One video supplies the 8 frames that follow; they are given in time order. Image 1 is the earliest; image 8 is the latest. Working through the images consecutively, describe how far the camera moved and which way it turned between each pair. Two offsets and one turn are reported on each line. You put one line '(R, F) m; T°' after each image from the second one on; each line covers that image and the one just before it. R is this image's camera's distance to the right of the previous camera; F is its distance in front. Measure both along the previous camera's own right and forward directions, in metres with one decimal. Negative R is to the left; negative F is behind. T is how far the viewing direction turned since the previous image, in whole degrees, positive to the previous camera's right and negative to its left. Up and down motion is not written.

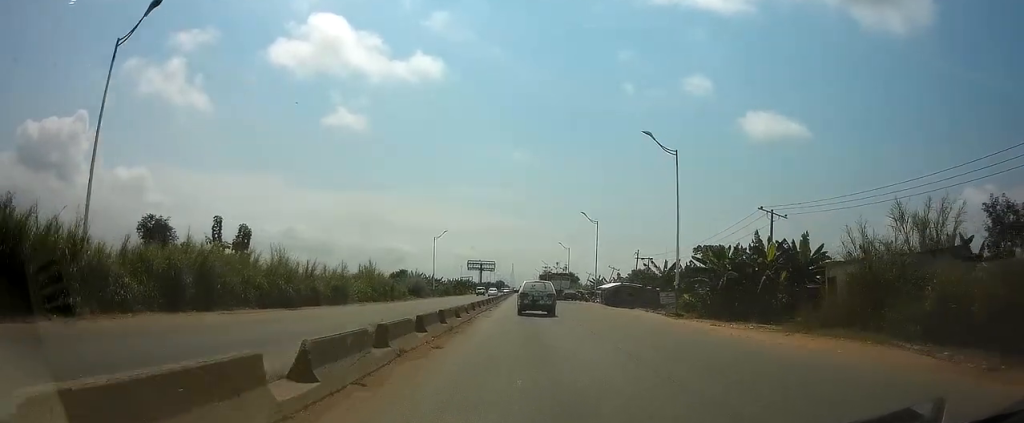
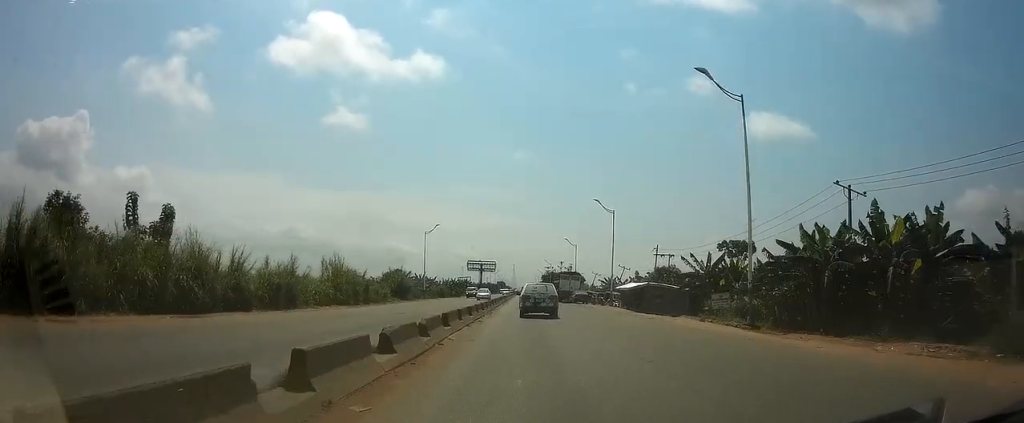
(0.0, +11.4) m; 0°
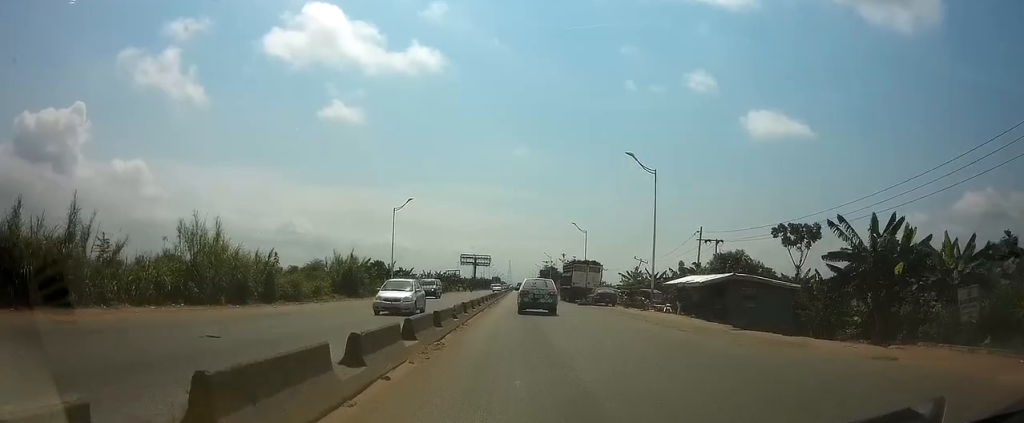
(+0.1, +20.6) m; 0°
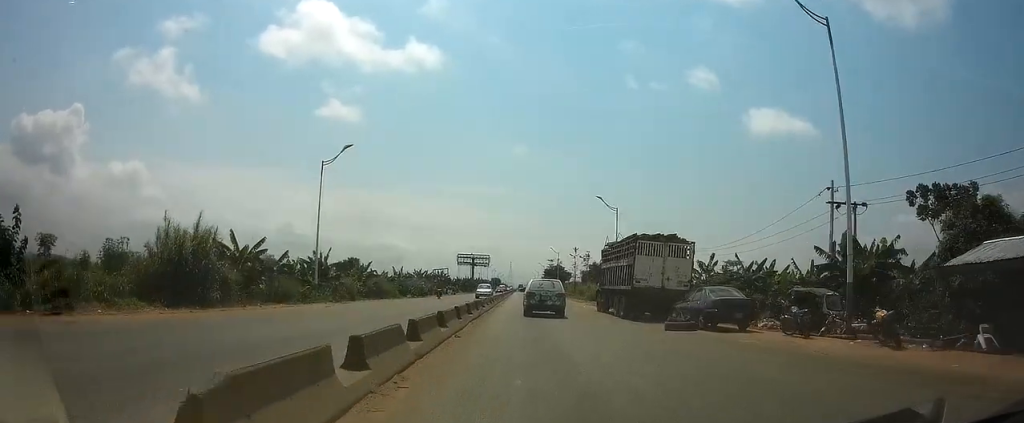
(0.0, +25.7) m; +1°
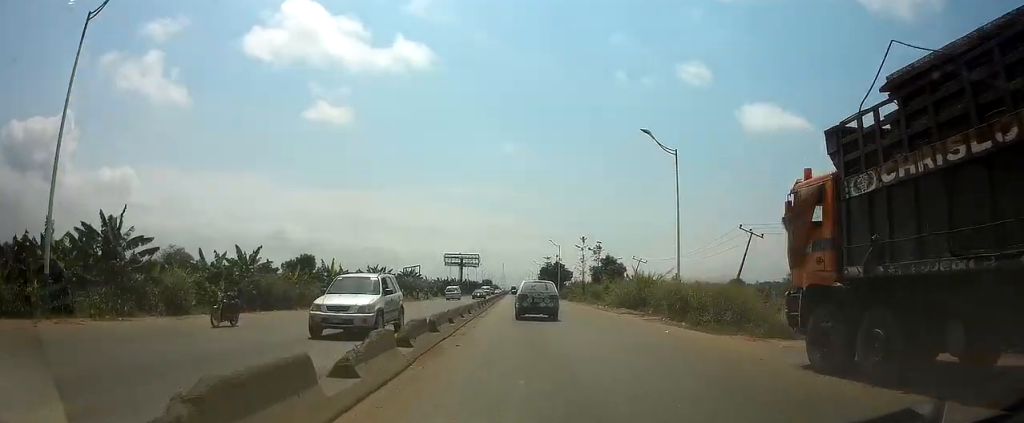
(+0.2, +25.8) m; 0°
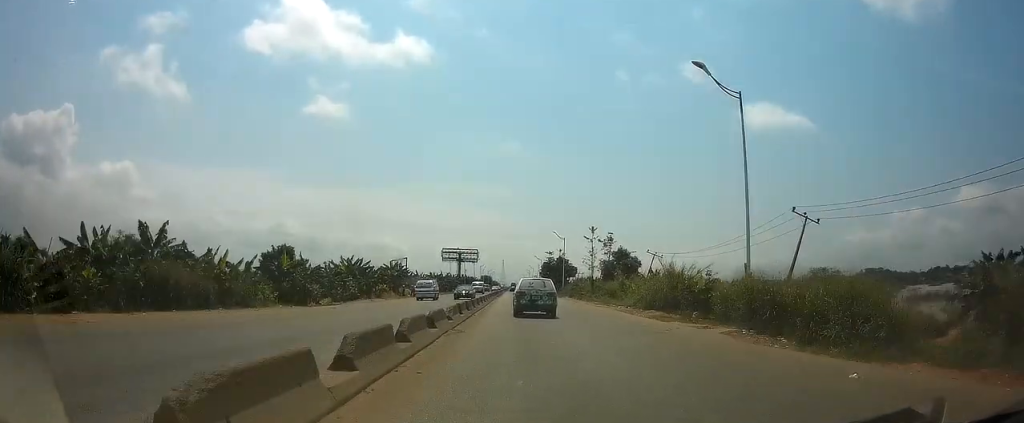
(-0.1, +10.7) m; 0°
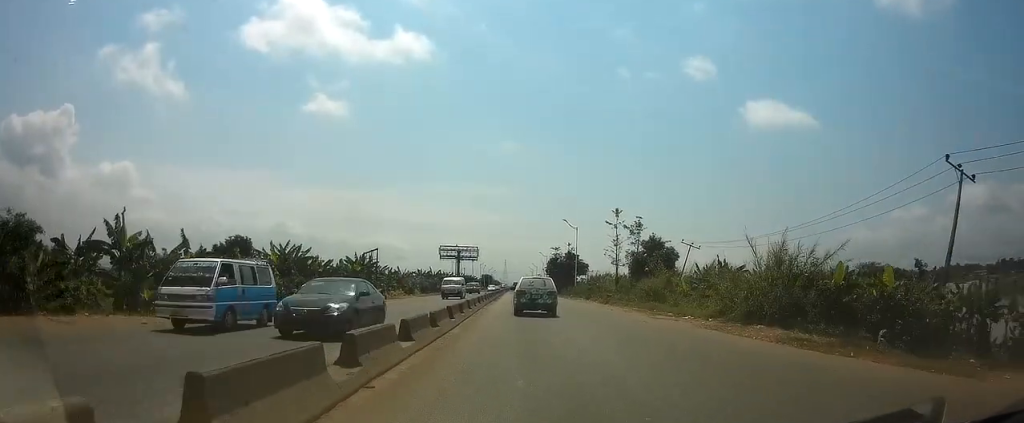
(0.0, +17.8) m; 0°
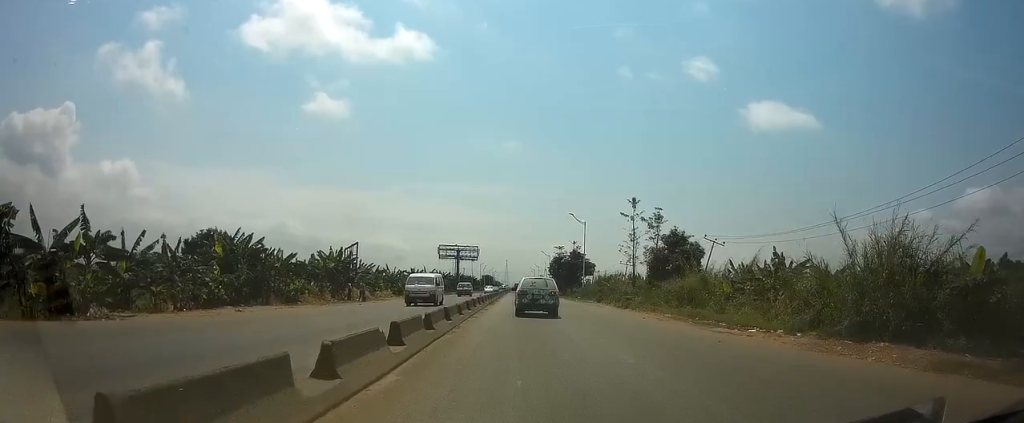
(0.0, +8.5) m; 0°
